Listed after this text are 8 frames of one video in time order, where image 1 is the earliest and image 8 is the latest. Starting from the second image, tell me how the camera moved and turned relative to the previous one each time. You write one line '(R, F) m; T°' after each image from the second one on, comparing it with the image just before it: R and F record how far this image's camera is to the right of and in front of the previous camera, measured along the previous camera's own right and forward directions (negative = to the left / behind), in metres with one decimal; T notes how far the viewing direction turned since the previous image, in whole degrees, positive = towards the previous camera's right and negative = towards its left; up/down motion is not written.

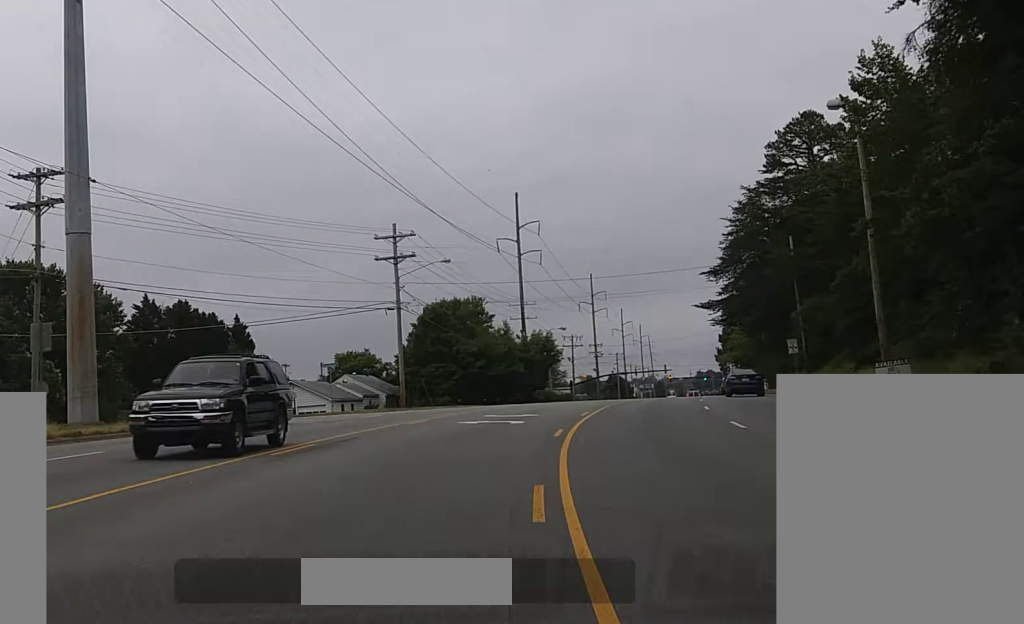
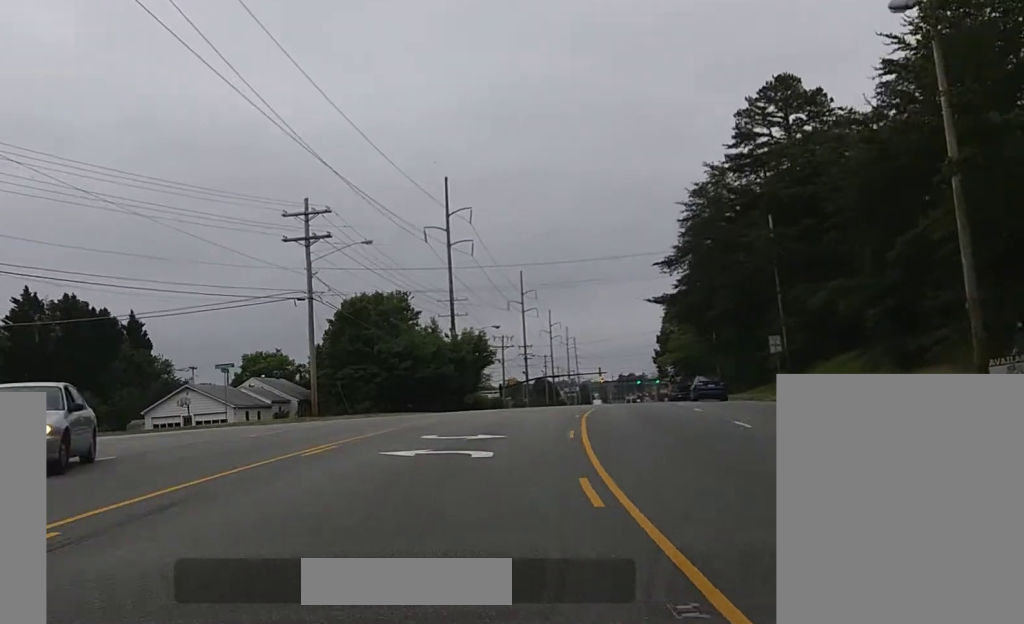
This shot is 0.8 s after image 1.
(+0.6, +11.0) m; +2°
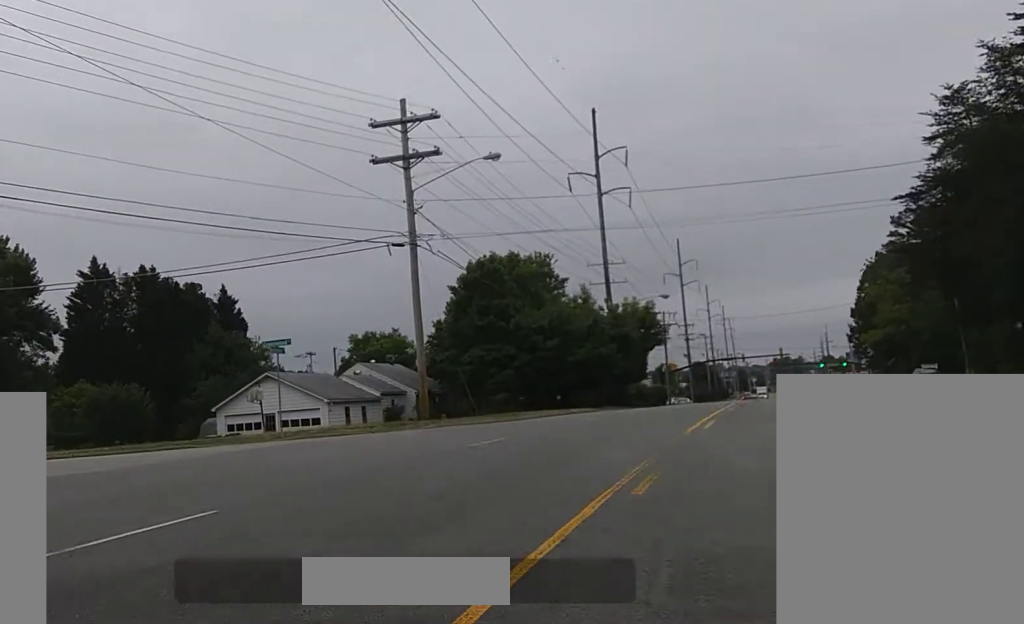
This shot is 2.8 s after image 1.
(-2.9, +21.5) m; -20°
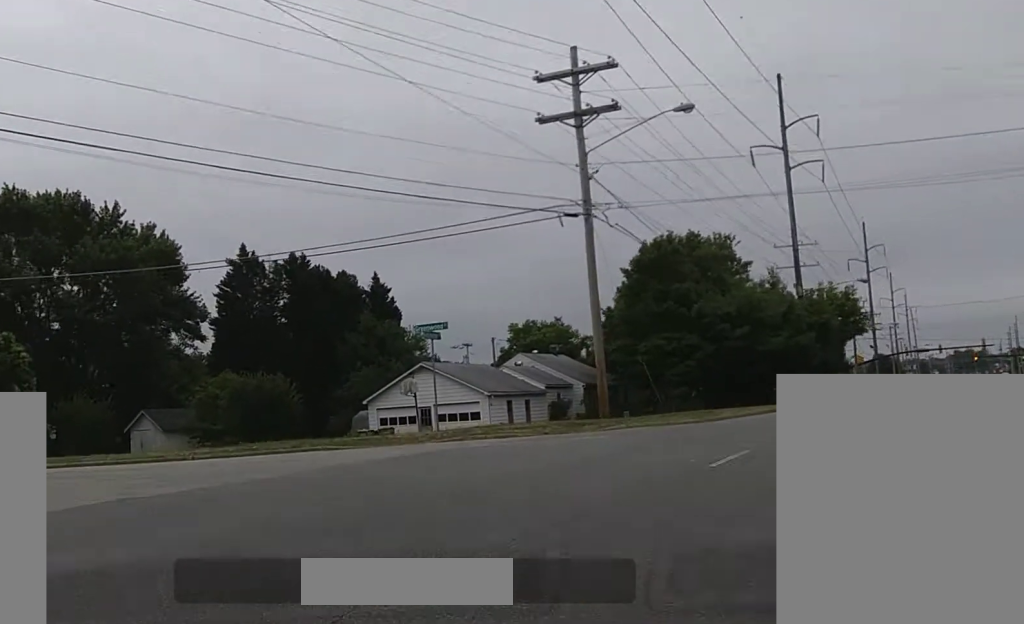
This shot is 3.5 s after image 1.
(-0.4, +6.5) m; -4°
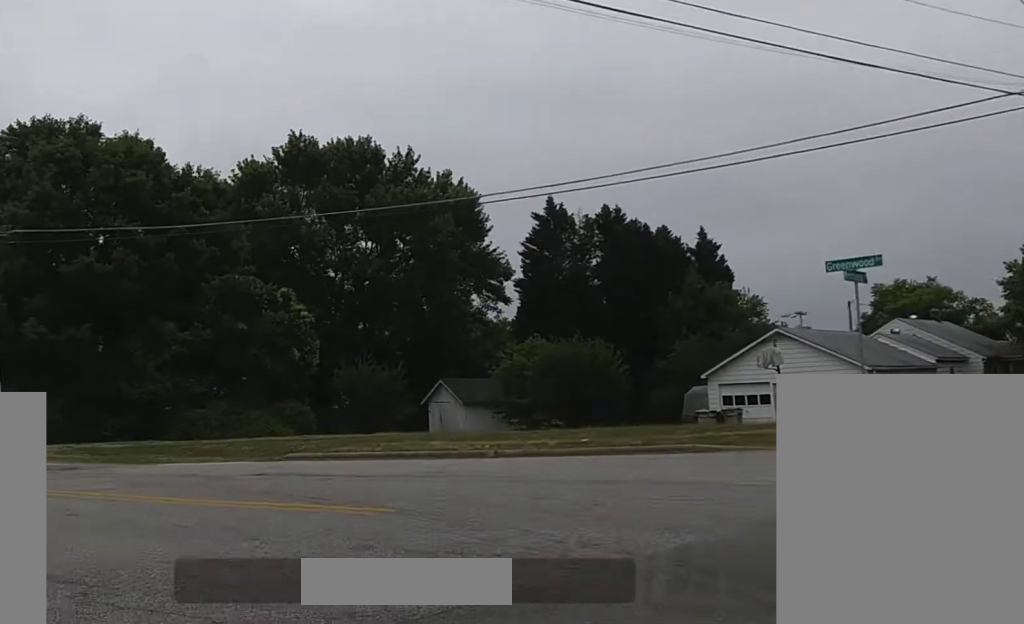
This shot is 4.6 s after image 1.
(-0.1, +9.6) m; -10°
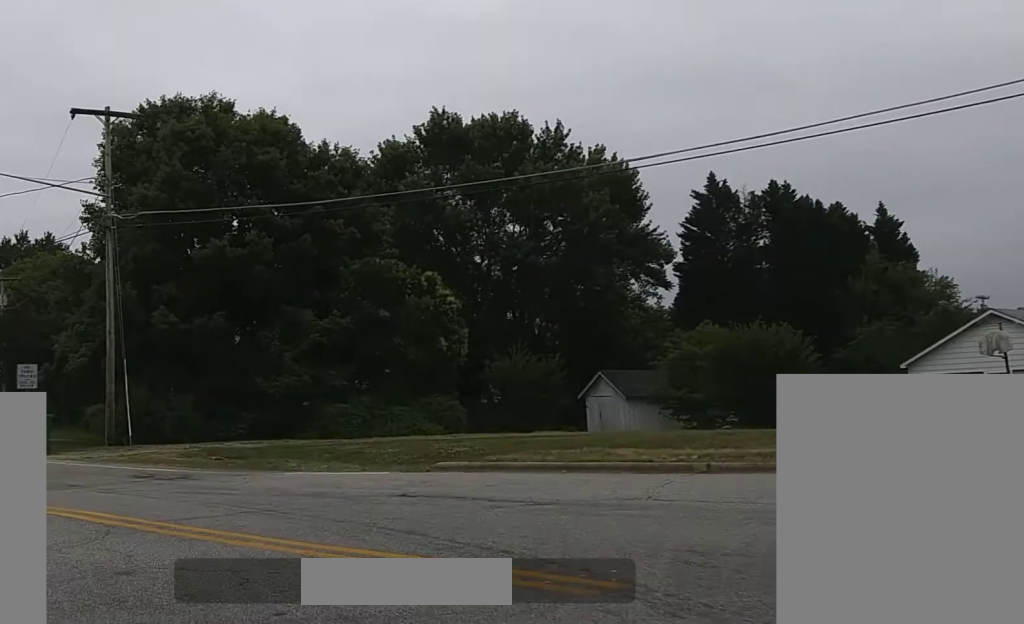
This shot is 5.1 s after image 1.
(+0.6, +3.8) m; -8°
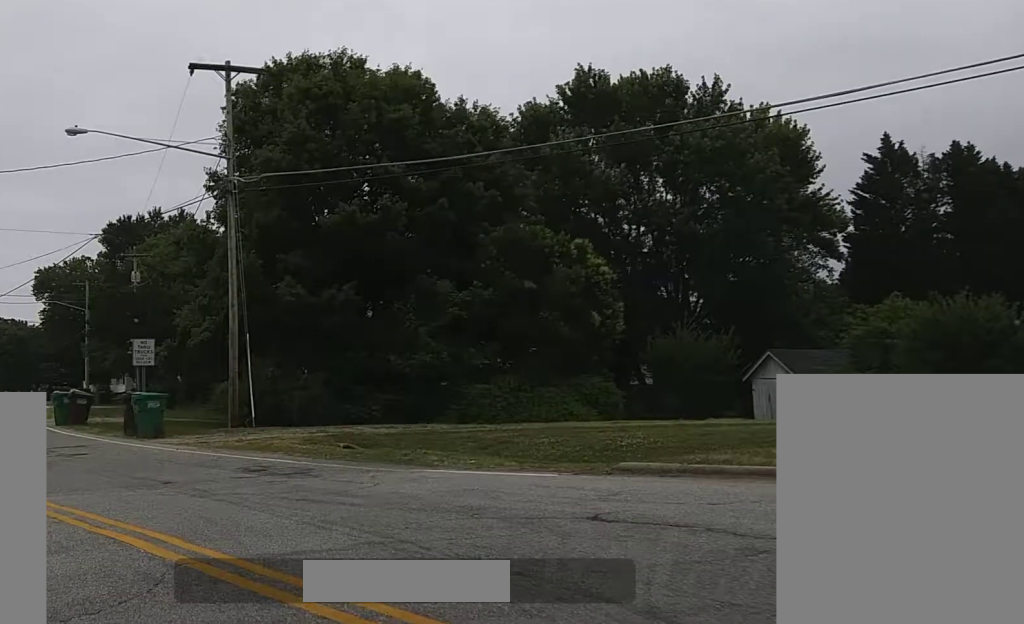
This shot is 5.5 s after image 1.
(-1.0, +3.6) m; -8°
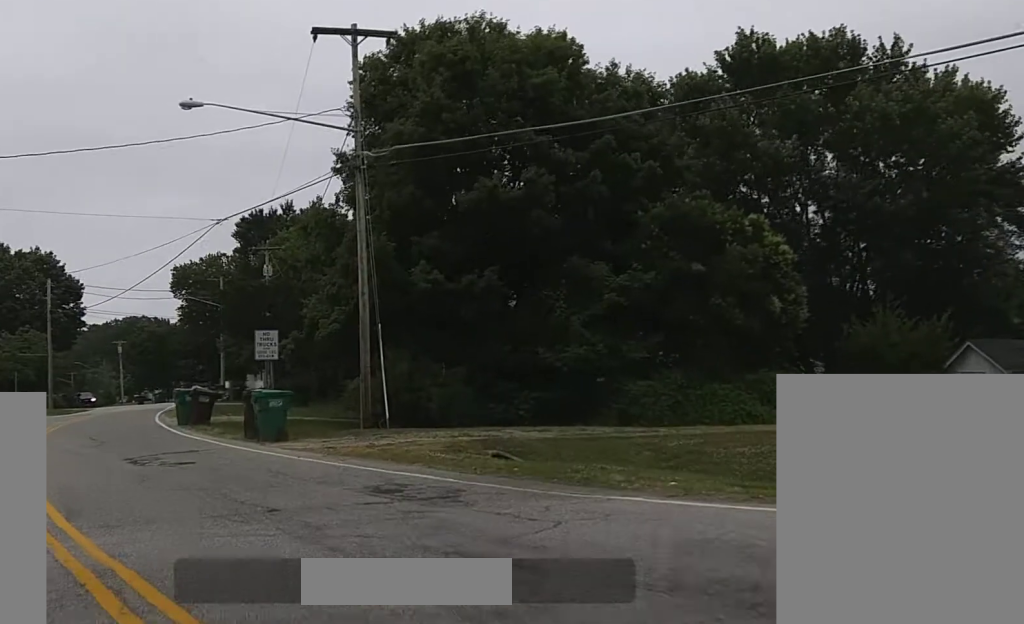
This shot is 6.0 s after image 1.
(-0.7, +4.1) m; -9°
